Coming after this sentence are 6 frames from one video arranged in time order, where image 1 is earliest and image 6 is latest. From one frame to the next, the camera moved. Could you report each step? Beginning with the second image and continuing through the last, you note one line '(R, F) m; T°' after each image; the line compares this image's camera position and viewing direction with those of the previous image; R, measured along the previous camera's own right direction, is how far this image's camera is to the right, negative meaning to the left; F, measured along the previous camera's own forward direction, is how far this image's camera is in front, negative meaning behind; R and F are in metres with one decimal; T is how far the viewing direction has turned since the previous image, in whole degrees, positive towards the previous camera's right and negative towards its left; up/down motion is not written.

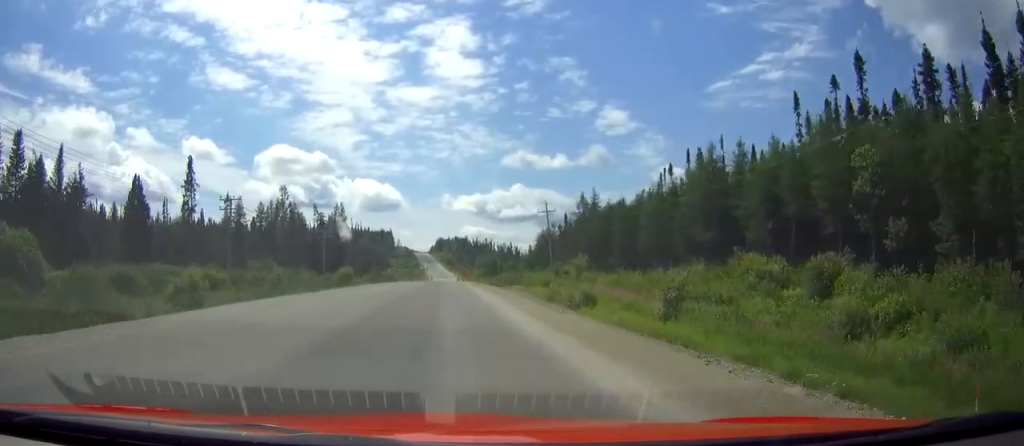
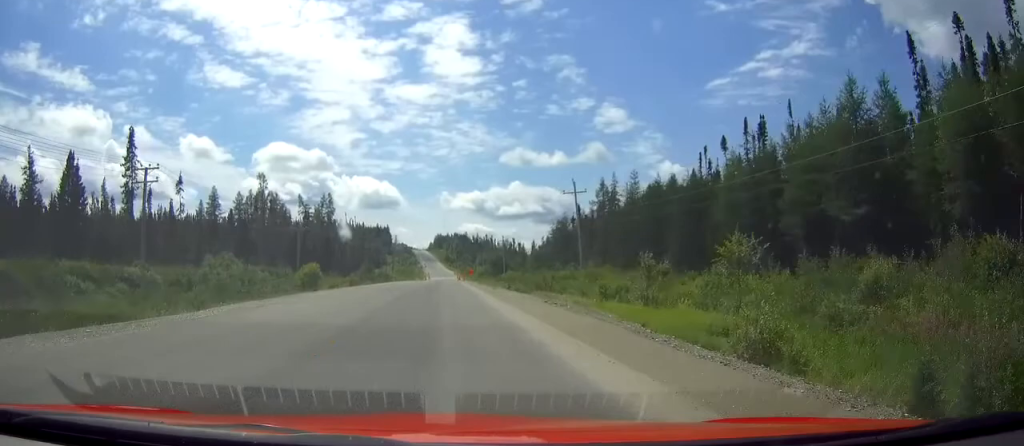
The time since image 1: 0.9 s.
(0.0, +20.6) m; 0°
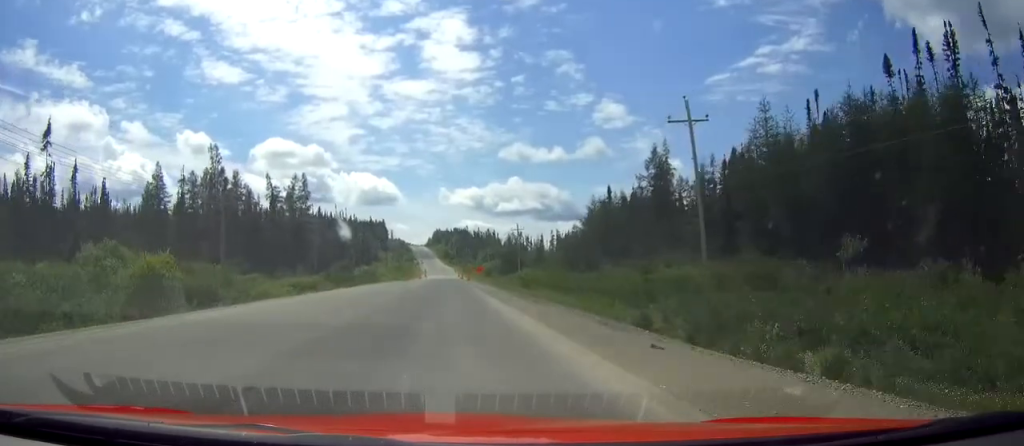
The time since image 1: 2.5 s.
(+0.1, +34.3) m; 0°
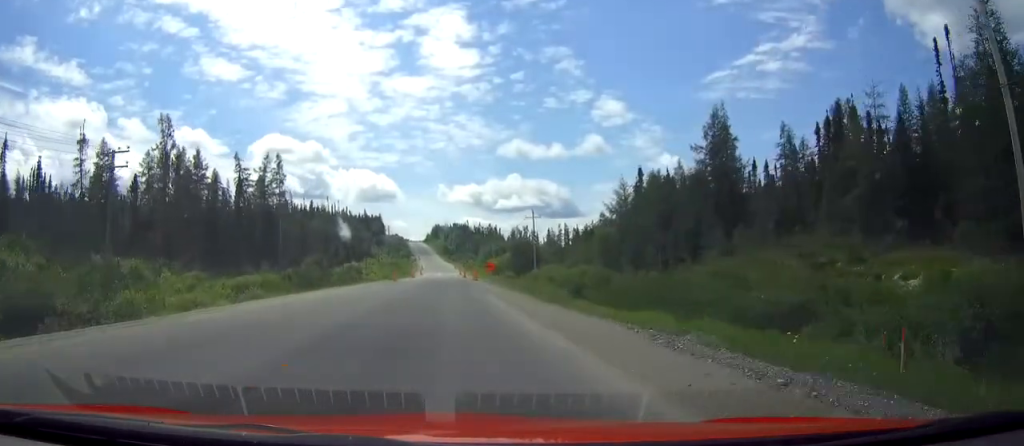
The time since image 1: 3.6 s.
(0.0, +23.9) m; 0°
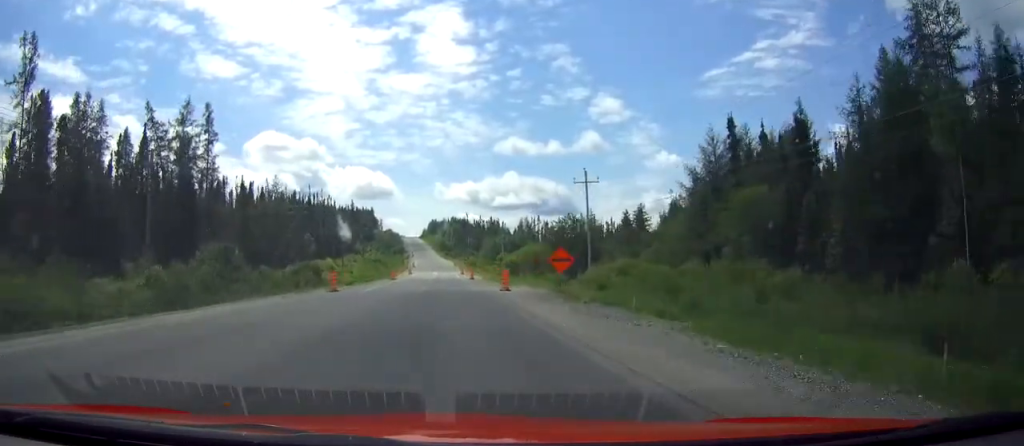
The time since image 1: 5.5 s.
(-0.1, +40.9) m; 0°
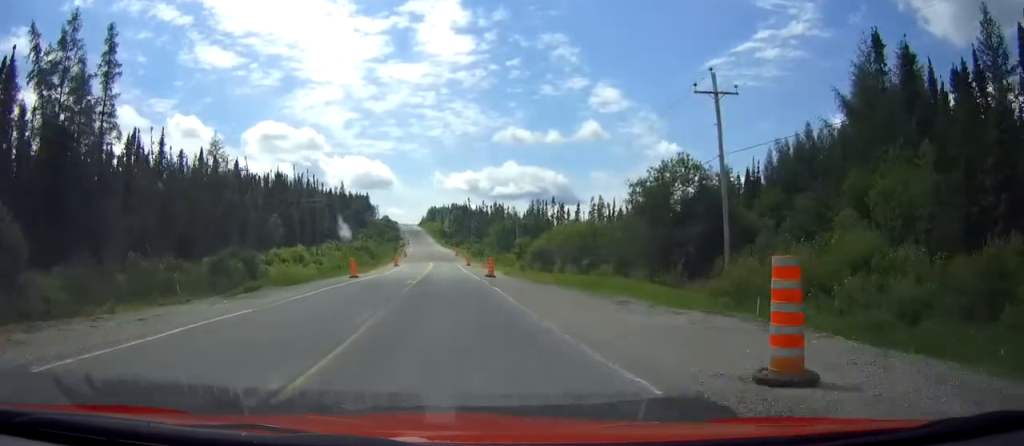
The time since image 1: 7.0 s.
(0.0, +31.7) m; 0°
